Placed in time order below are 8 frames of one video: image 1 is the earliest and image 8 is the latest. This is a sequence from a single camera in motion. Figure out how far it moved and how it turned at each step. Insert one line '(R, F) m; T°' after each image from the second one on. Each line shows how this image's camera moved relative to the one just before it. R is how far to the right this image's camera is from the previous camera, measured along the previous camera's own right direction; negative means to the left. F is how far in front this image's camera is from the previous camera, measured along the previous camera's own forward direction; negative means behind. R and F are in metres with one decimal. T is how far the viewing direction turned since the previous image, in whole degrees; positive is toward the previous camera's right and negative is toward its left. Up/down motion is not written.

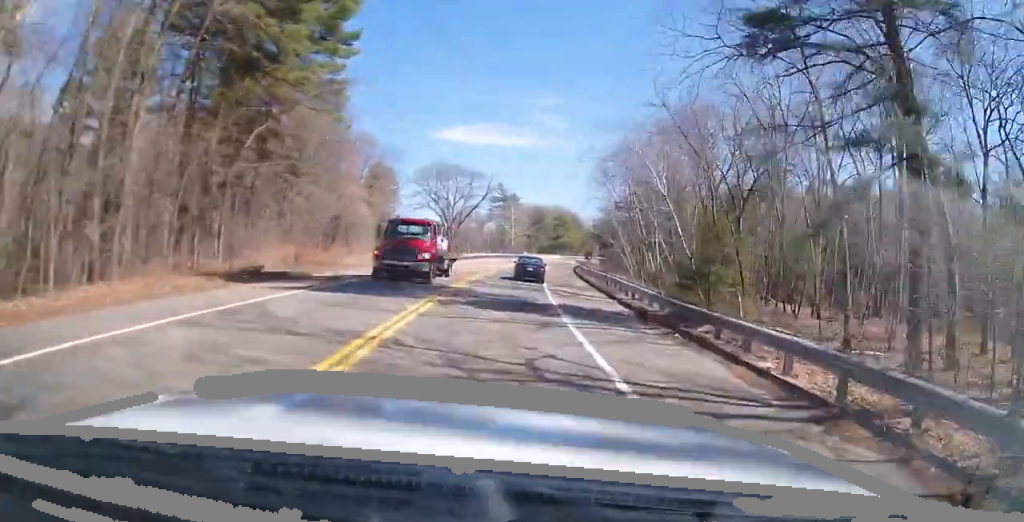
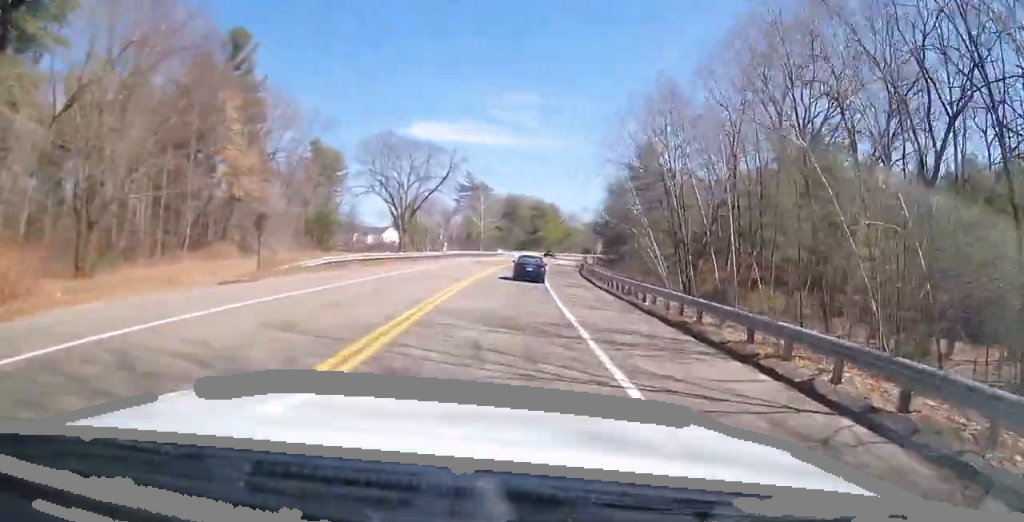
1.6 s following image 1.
(-0.4, +28.3) m; 0°
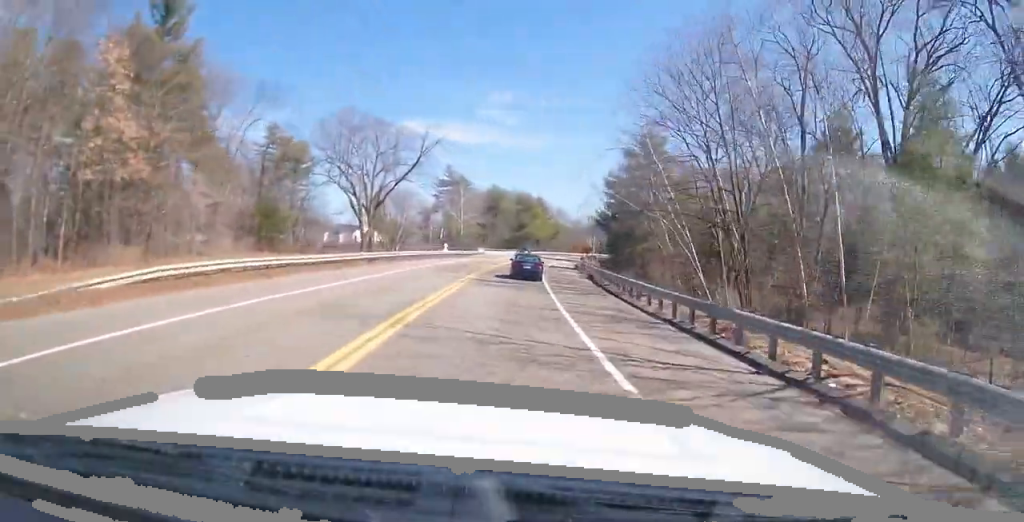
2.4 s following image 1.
(+0.3, +14.8) m; +1°
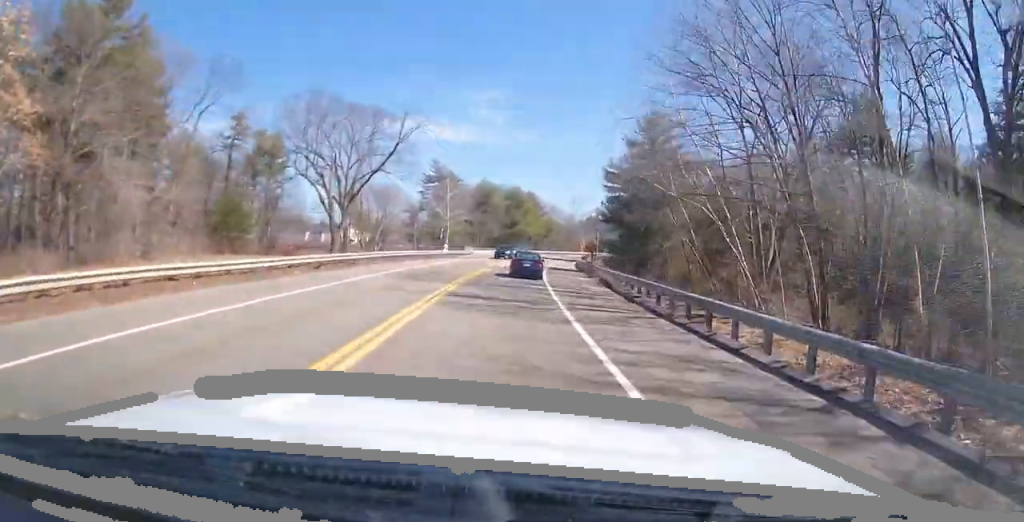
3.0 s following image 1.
(0.0, +9.5) m; 0°
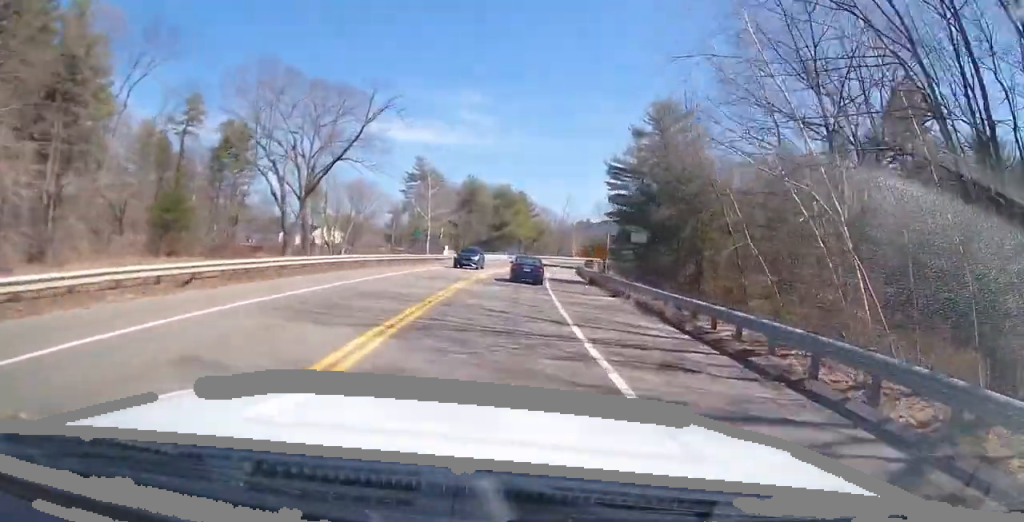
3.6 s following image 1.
(0.0, +11.9) m; +2°
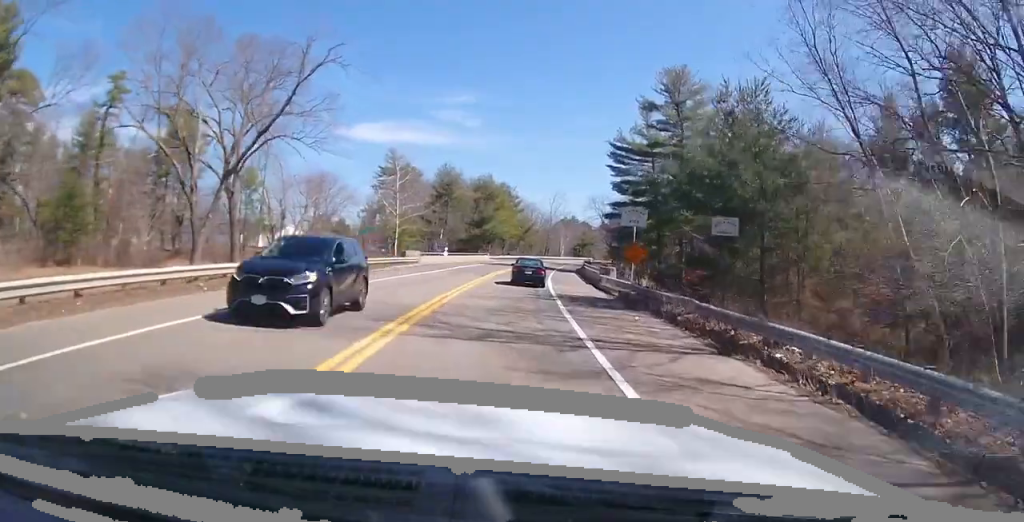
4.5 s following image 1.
(0.0, +14.8) m; +5°
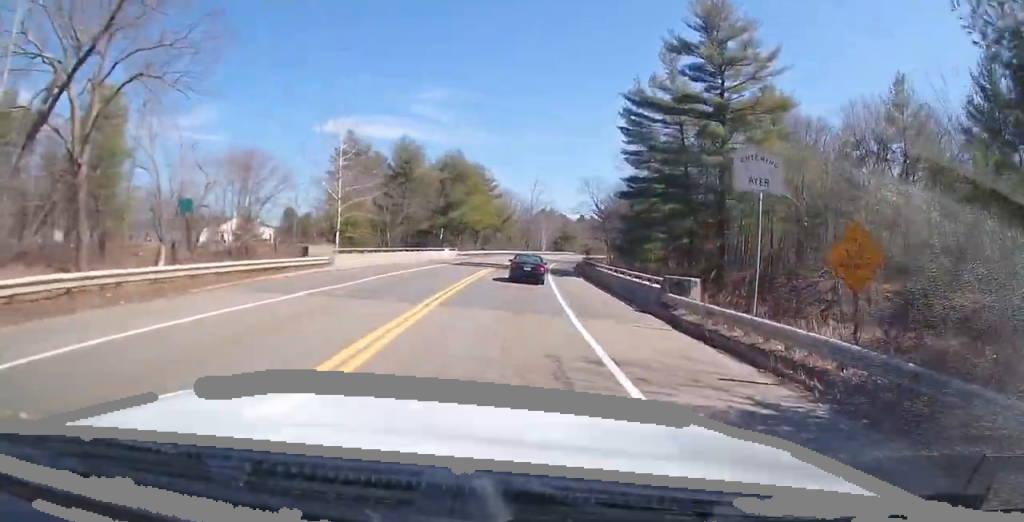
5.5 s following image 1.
(+1.7, +18.9) m; +6°
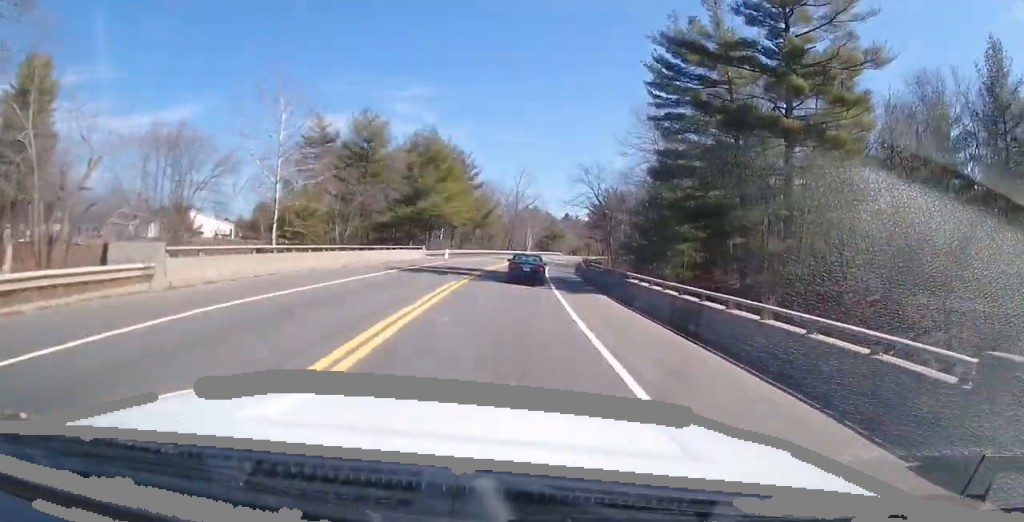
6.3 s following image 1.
(+0.4, +14.2) m; 0°
